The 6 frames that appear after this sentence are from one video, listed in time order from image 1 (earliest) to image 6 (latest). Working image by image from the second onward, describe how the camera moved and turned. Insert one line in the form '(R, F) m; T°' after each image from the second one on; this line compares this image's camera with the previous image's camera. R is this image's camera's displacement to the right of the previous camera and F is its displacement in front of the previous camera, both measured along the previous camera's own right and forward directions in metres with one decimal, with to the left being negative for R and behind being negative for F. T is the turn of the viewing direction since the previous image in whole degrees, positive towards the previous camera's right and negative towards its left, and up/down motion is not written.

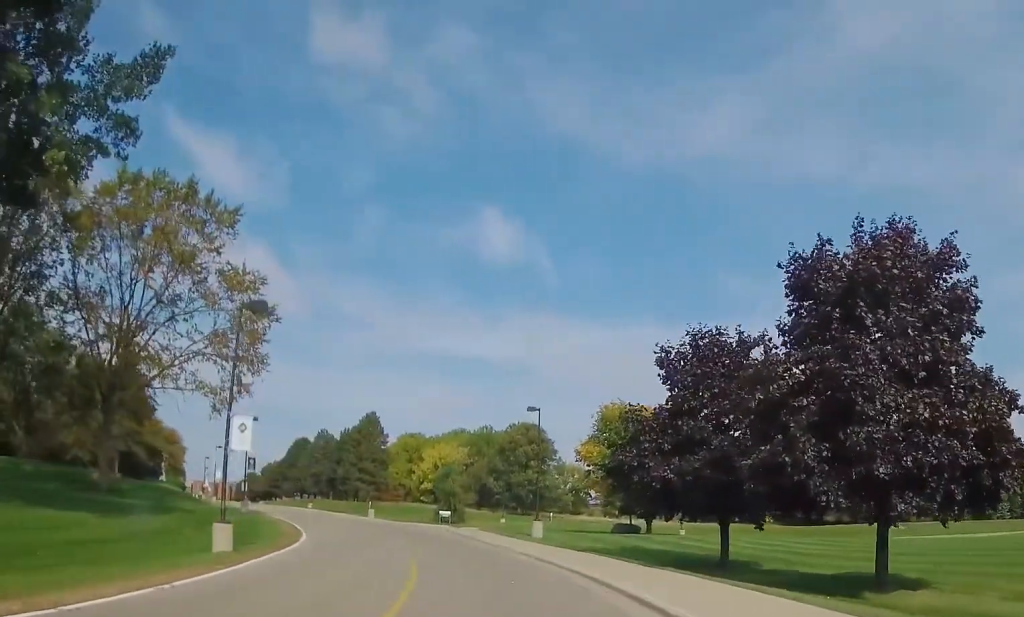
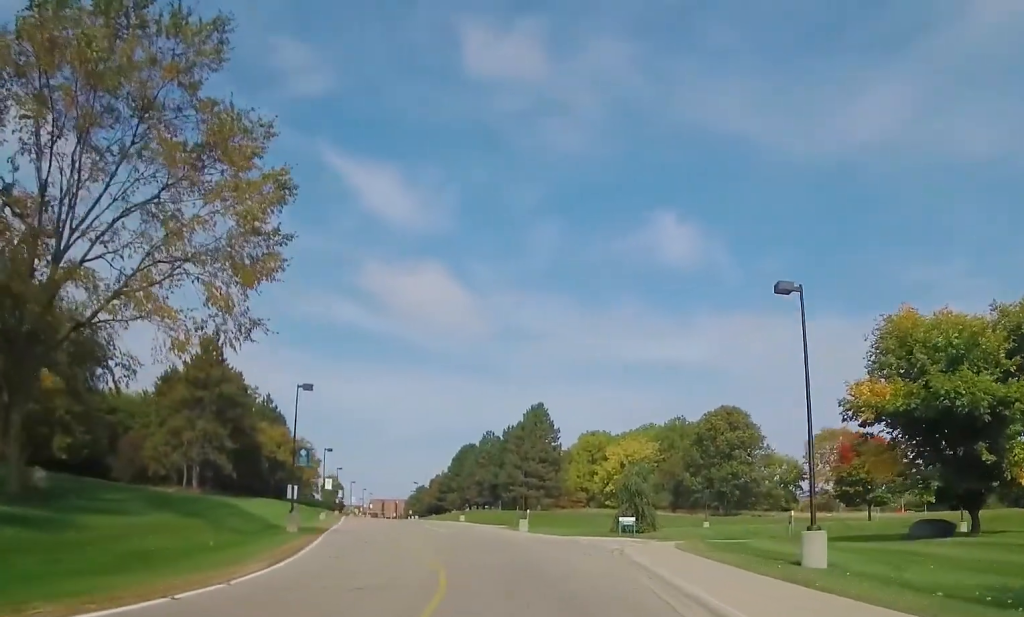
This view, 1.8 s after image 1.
(-4.0, +22.4) m; -17°
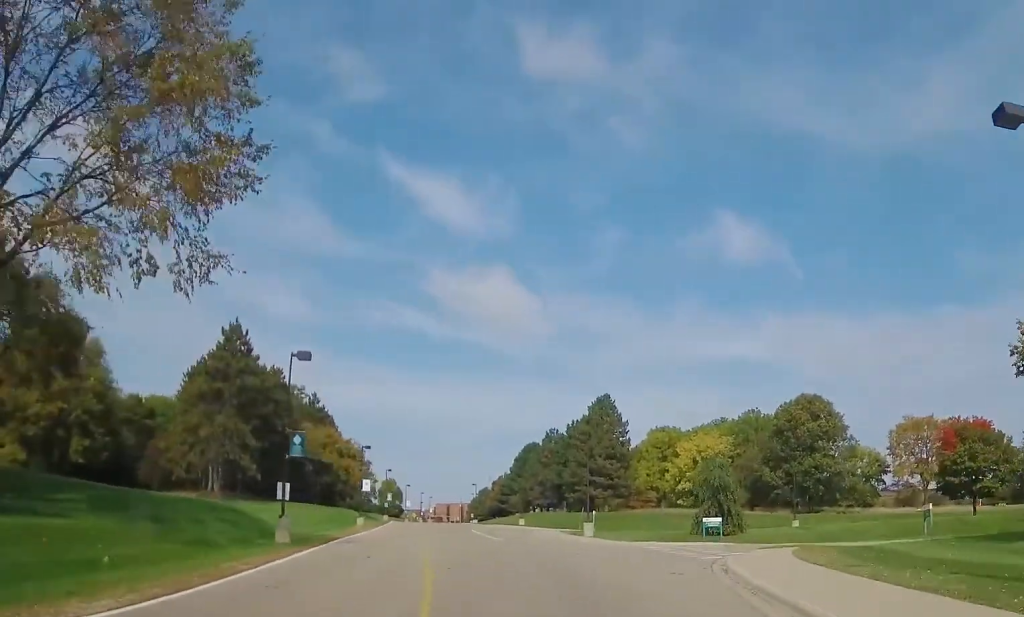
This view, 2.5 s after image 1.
(-0.6, +9.1) m; -4°
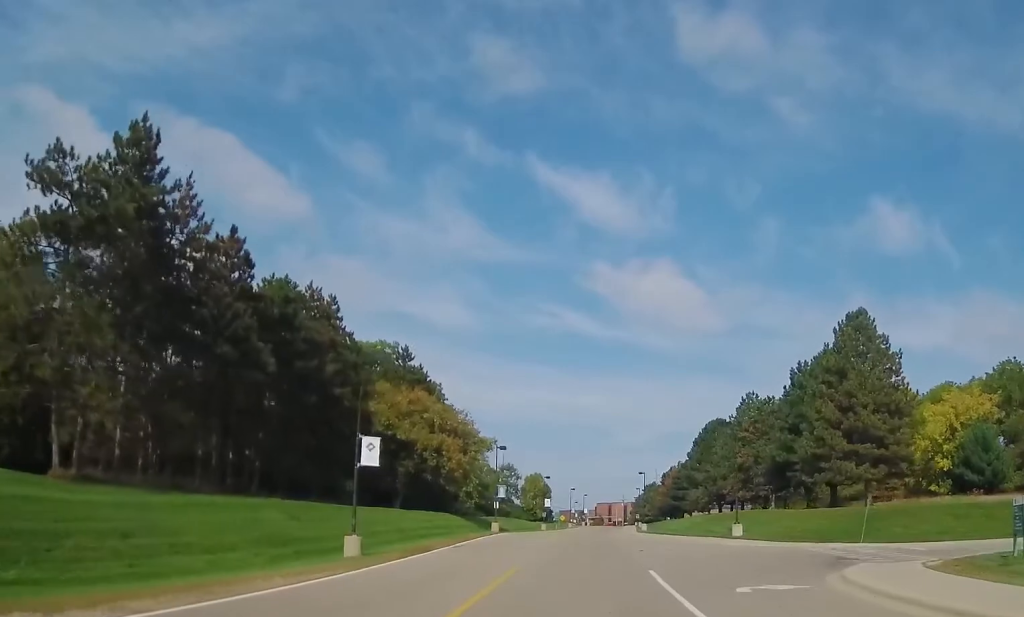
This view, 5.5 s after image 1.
(-6.8, +39.5) m; -19°
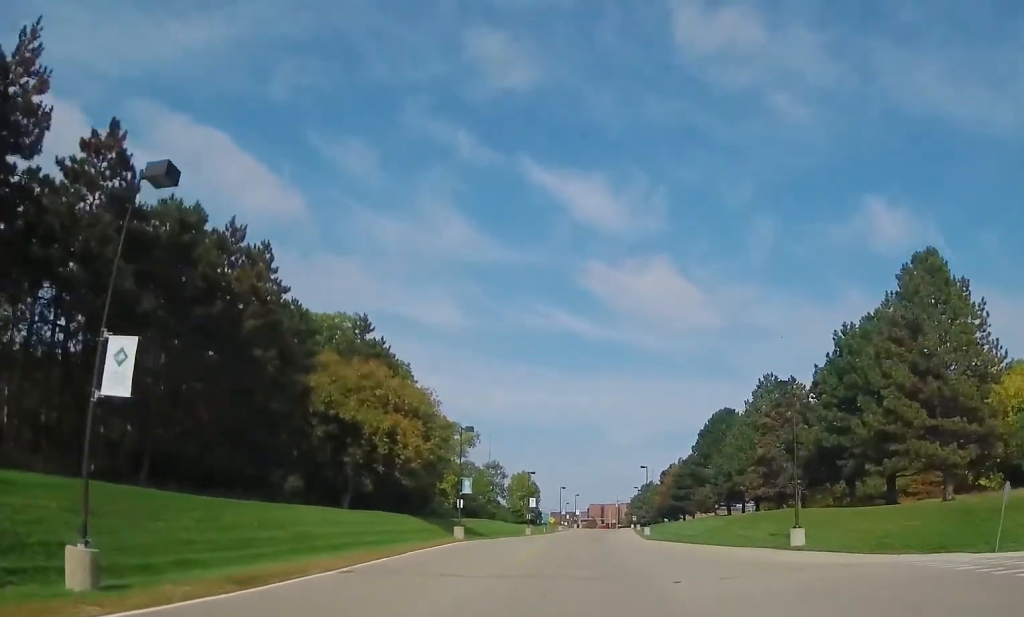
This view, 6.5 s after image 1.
(-0.6, +13.6) m; -3°
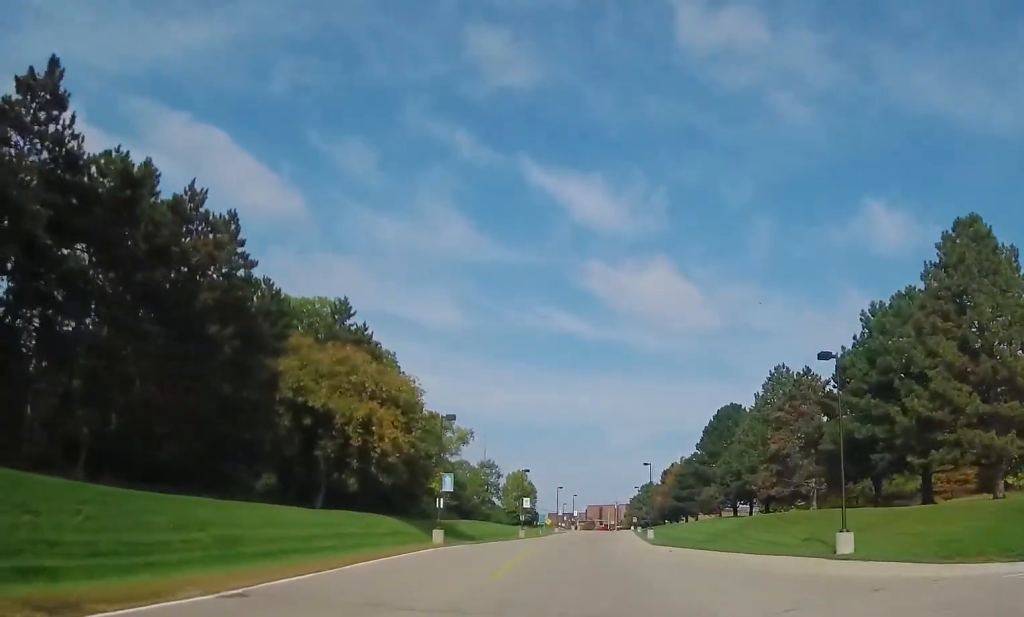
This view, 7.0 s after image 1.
(-0.2, +5.6) m; 0°
